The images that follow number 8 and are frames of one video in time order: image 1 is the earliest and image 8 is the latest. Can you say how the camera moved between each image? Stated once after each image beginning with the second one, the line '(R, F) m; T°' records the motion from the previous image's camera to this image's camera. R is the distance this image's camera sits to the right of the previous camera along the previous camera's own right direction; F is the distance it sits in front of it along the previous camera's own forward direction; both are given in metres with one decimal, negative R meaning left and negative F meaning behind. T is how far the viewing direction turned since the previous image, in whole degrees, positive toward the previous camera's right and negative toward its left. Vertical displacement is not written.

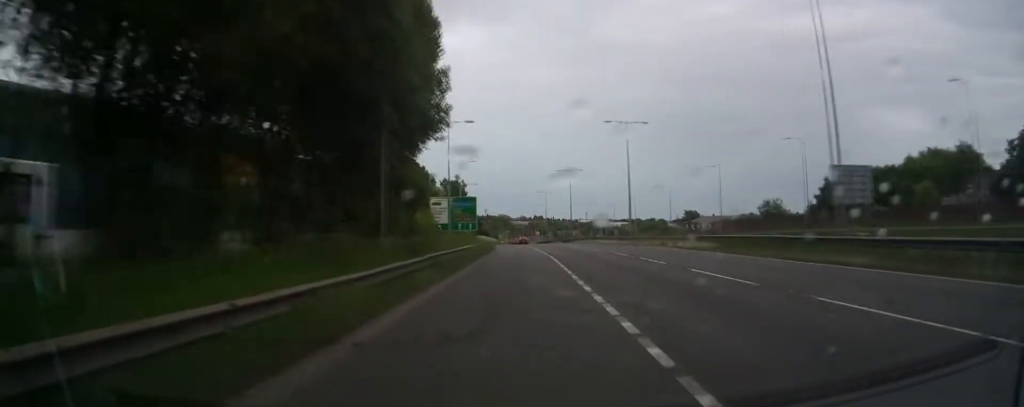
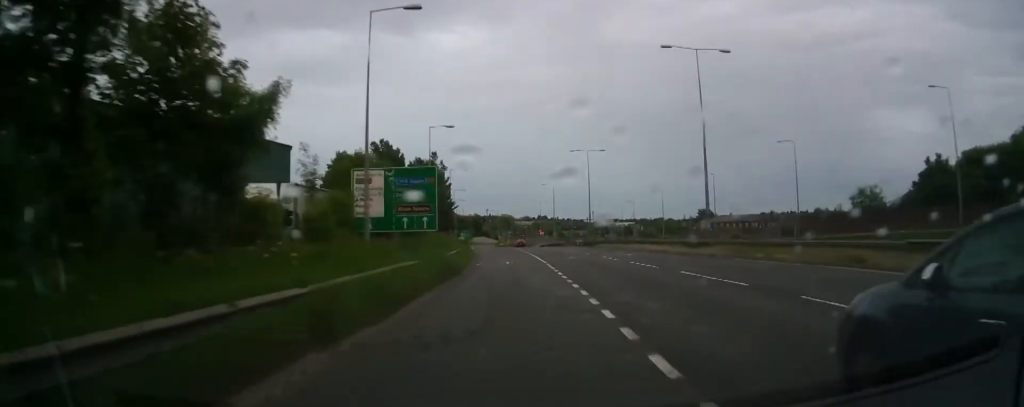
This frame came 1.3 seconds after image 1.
(+0.5, +26.4) m; +2°
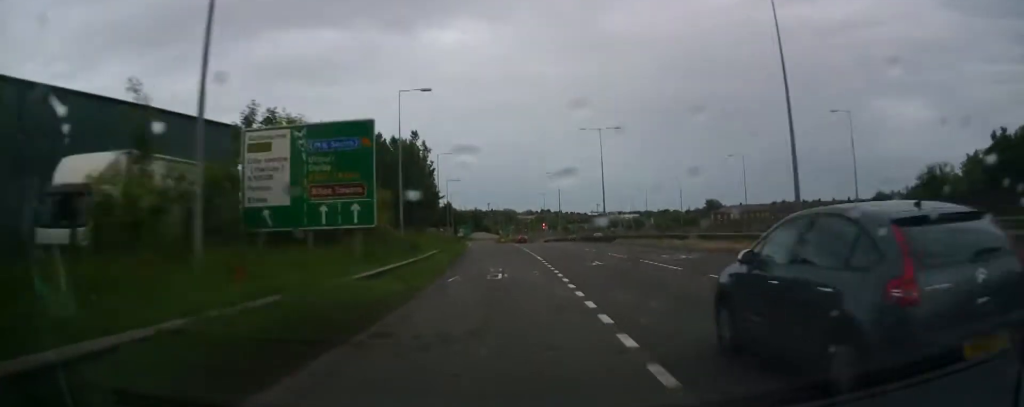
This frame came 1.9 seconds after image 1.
(-0.1, +12.4) m; -1°
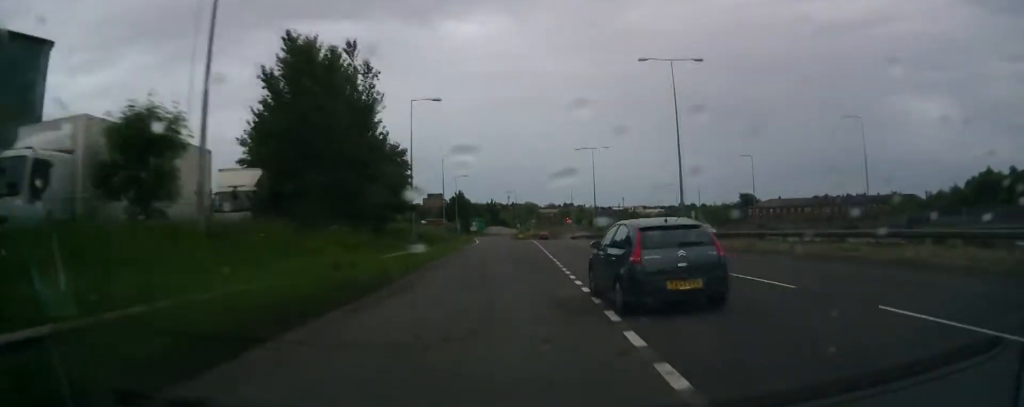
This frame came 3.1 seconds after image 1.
(-0.5, +25.7) m; -1°
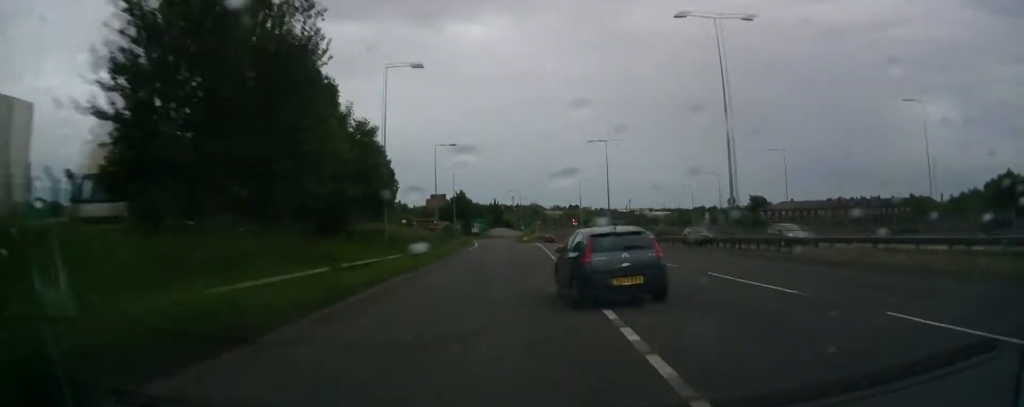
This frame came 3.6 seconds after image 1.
(+0.1, +9.2) m; 0°
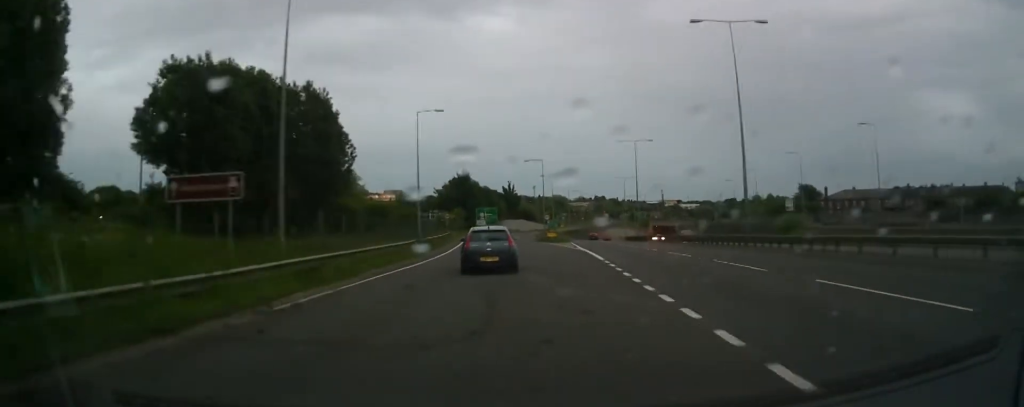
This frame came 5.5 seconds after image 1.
(-0.6, +41.6) m; -2°
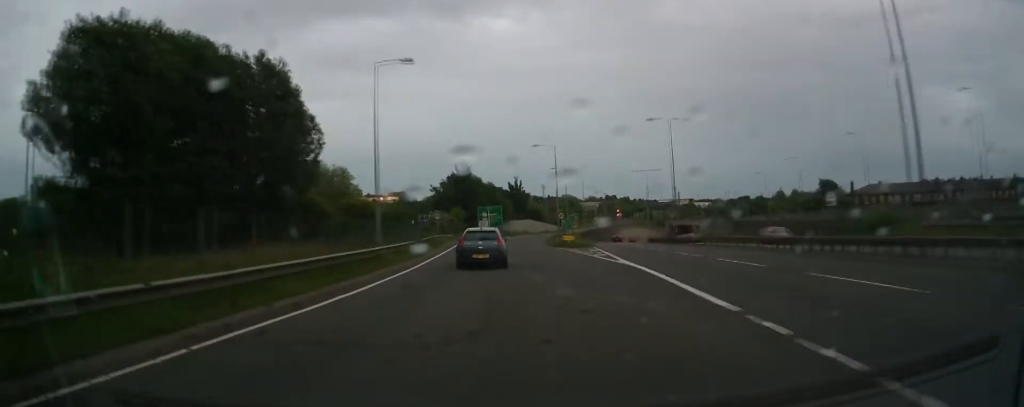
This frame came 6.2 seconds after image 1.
(+0.1, +15.4) m; 0°
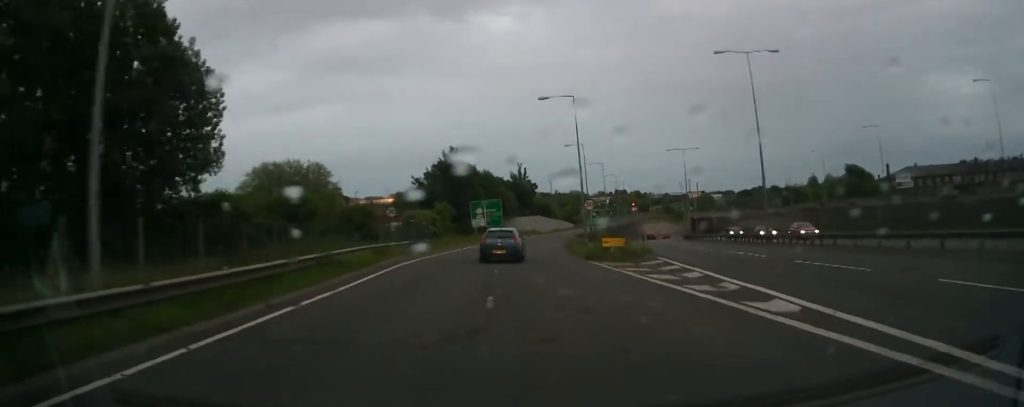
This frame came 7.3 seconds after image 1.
(-0.2, +23.6) m; -2°
